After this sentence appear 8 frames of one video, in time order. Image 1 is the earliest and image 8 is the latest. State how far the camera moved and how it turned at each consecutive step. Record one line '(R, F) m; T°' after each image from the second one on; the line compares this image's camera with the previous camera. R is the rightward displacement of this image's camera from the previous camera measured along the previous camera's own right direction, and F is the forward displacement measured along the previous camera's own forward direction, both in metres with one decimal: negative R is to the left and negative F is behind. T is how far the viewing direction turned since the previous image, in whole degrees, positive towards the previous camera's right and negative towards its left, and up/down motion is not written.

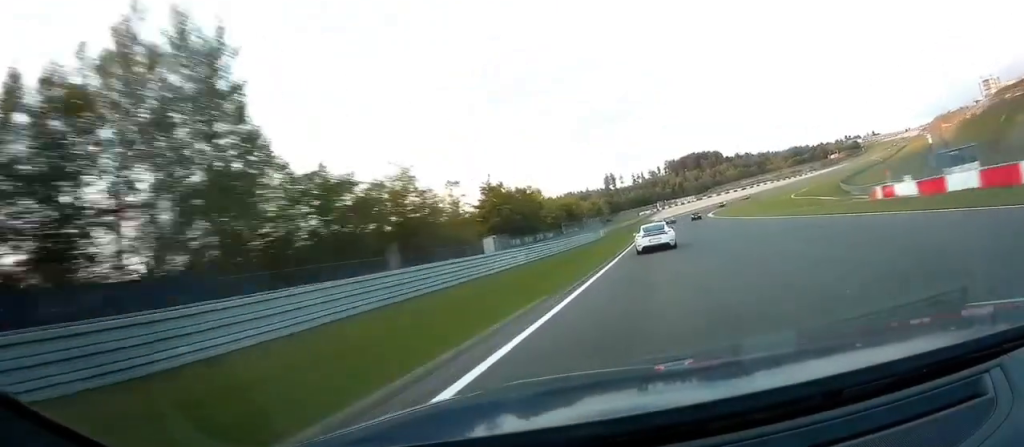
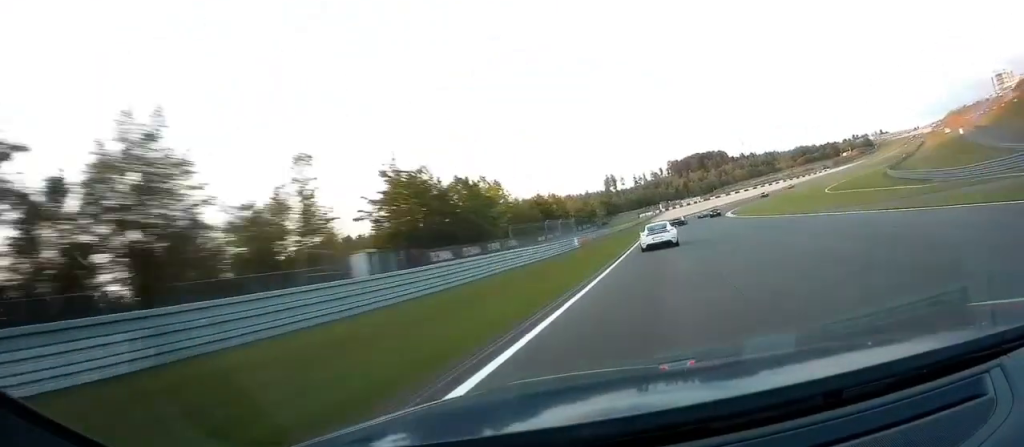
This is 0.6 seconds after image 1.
(+0.2, +33.1) m; +2°
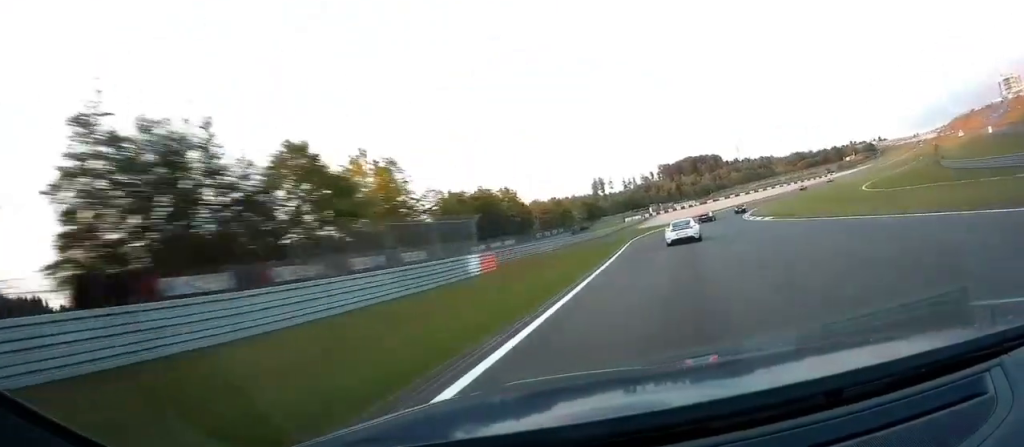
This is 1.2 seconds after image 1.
(+1.5, +33.1) m; +3°
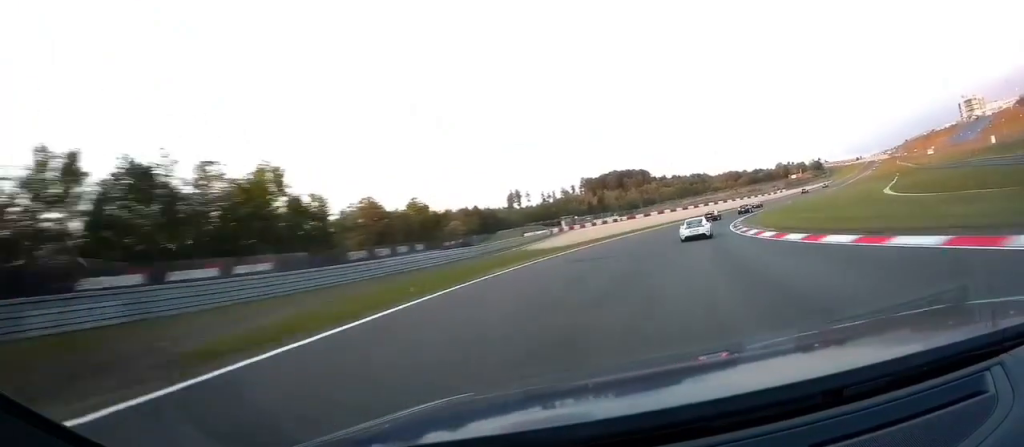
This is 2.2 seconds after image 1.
(+1.5, +45.6) m; +2°
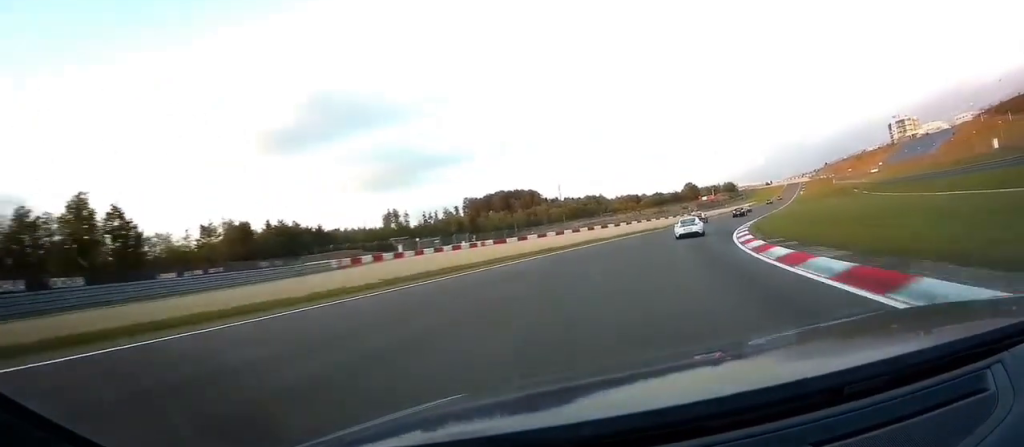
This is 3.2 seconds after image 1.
(+0.3, +44.4) m; +2°
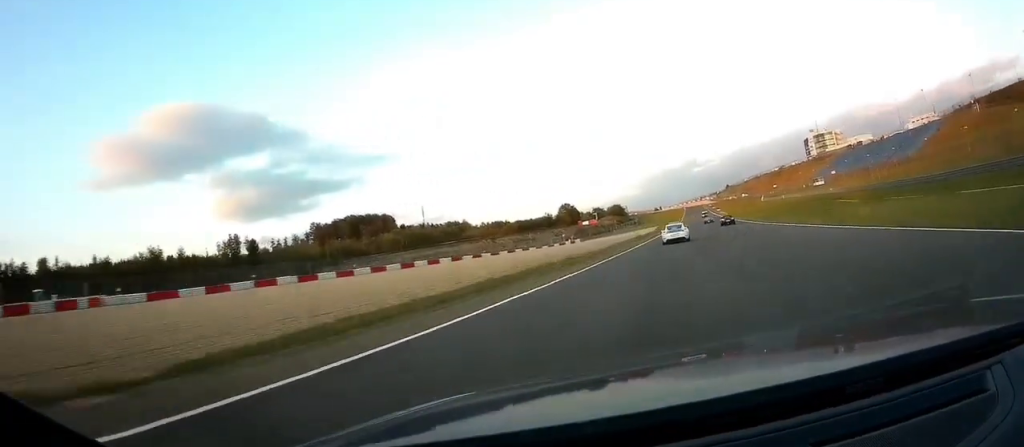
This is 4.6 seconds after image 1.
(+2.5, +55.5) m; +7°
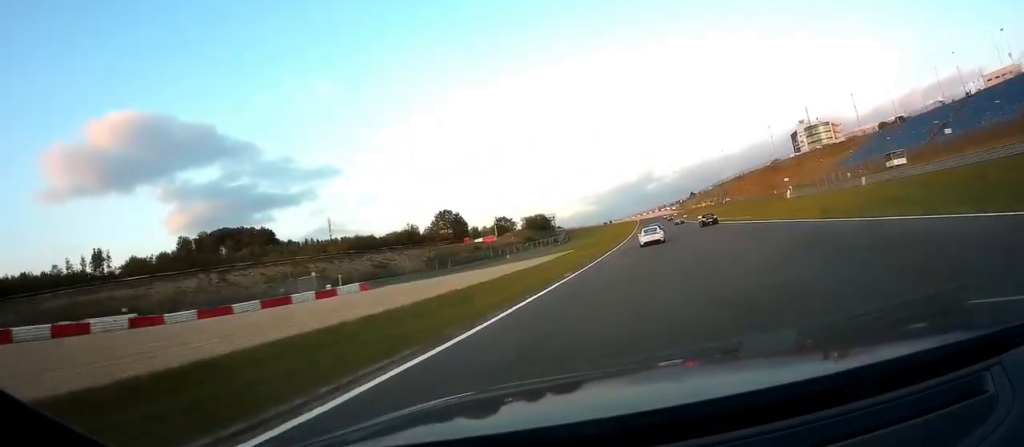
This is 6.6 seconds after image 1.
(+12.7, +86.1) m; +18°
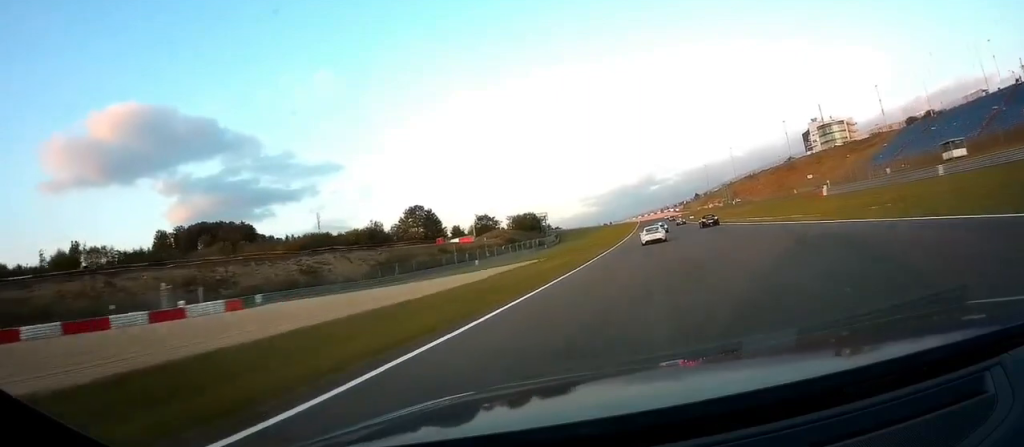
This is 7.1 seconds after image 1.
(+1.2, +22.4) m; +4°
